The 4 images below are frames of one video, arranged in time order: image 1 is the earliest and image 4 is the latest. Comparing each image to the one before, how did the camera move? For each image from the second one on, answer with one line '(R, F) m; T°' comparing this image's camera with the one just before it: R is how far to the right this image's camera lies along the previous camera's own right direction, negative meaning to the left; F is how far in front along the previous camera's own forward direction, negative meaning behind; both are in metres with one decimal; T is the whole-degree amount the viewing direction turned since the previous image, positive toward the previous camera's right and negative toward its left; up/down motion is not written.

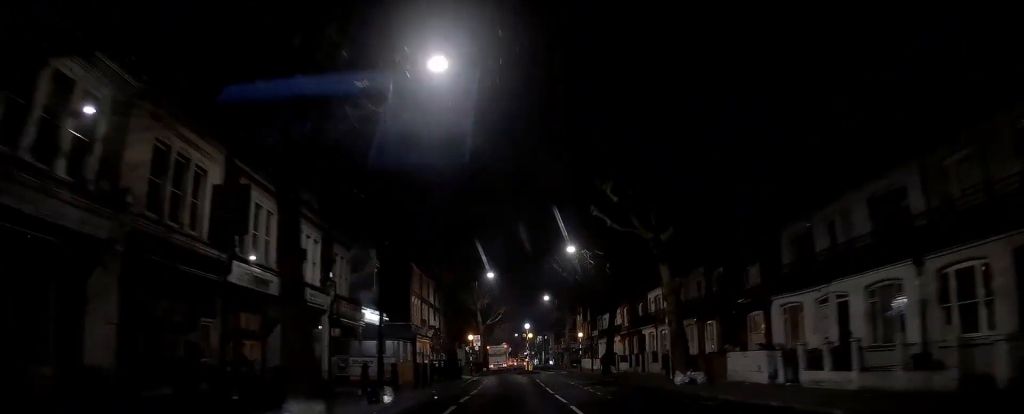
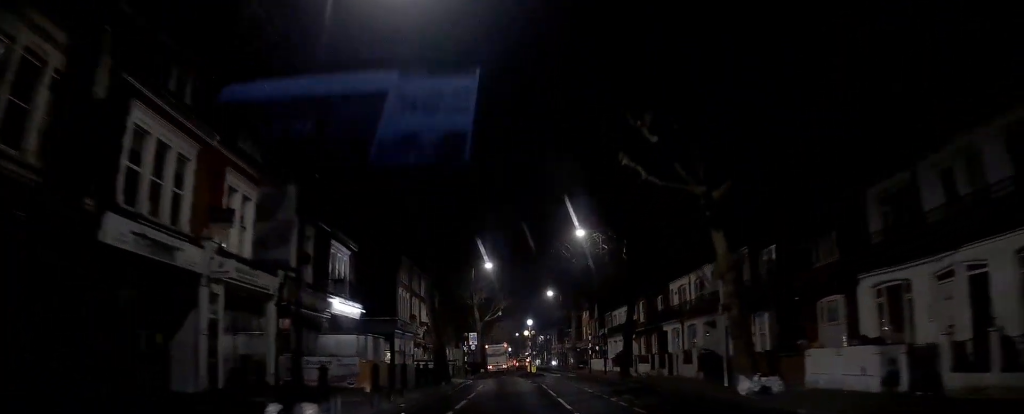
(0.0, +5.8) m; 0°
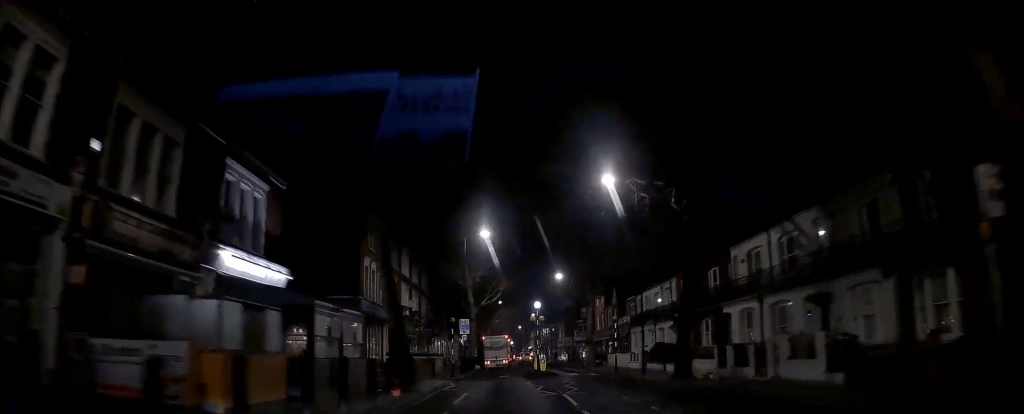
(-0.1, +10.9) m; -1°
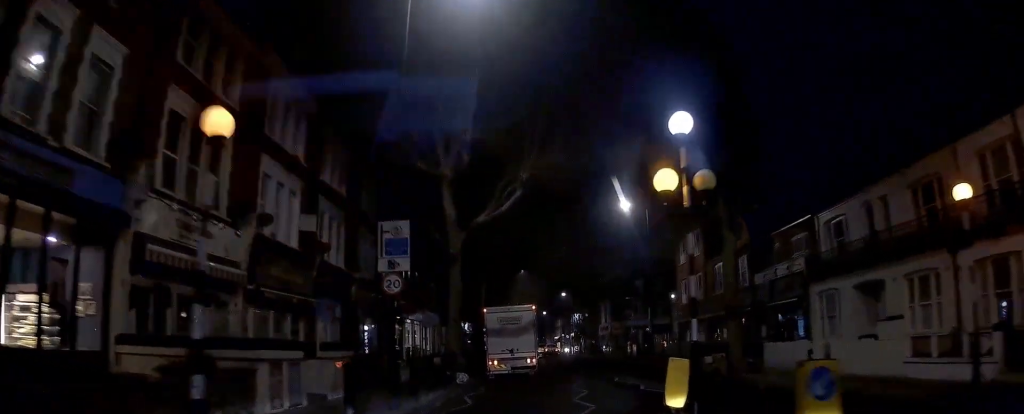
(-0.3, +32.6) m; 0°
